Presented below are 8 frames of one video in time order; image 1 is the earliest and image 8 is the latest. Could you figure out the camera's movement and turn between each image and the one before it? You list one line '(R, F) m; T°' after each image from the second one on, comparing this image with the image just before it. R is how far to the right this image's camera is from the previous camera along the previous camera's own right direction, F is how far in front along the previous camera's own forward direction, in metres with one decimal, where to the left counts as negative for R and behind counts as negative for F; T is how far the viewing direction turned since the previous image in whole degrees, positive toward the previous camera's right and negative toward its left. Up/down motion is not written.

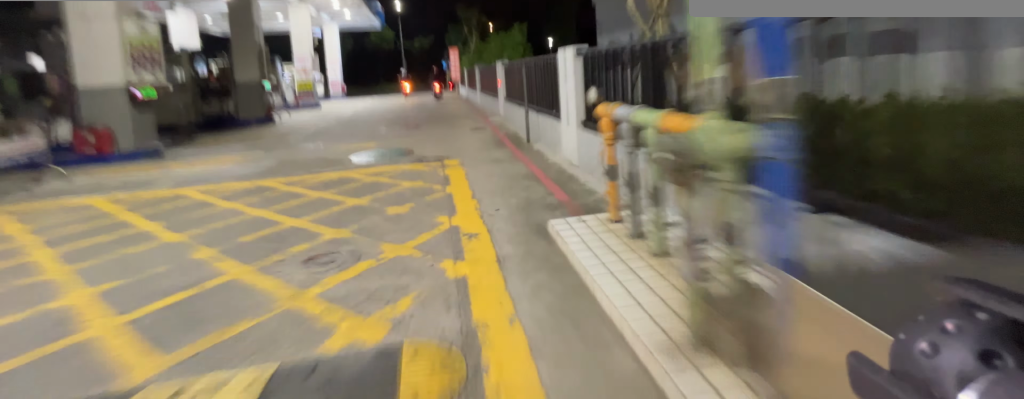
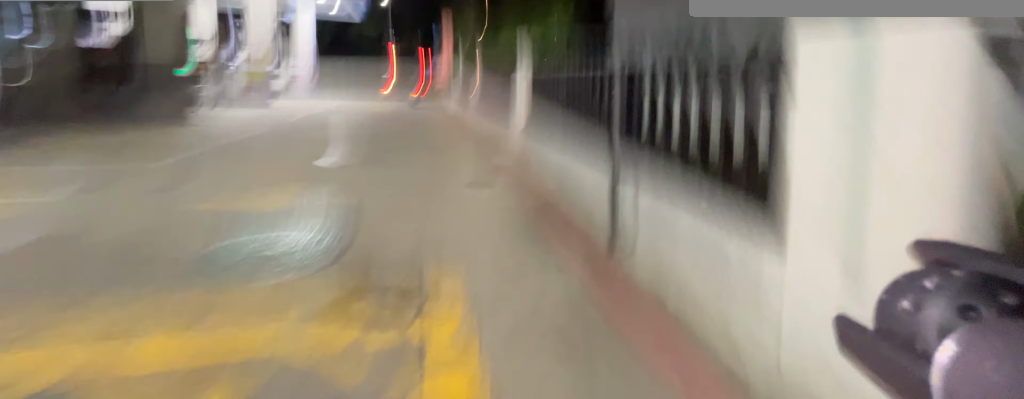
(0.0, +4.1) m; 0°
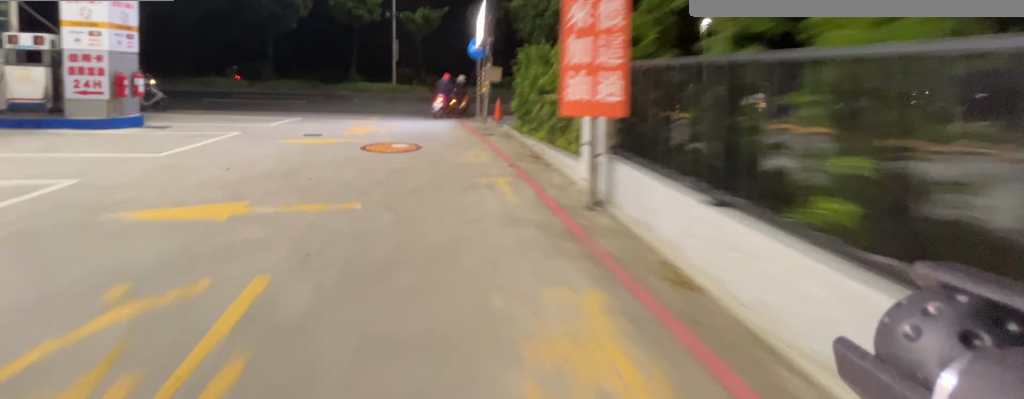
(+0.4, +16.0) m; +7°
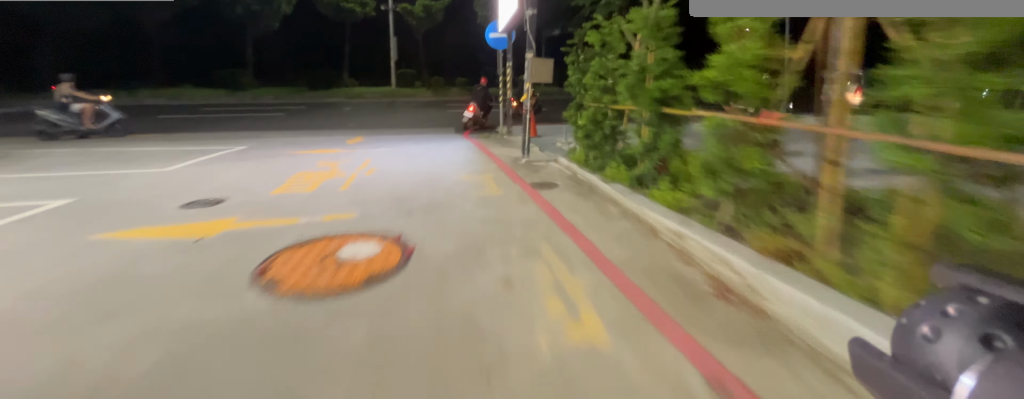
(-0.1, +3.2) m; +5°
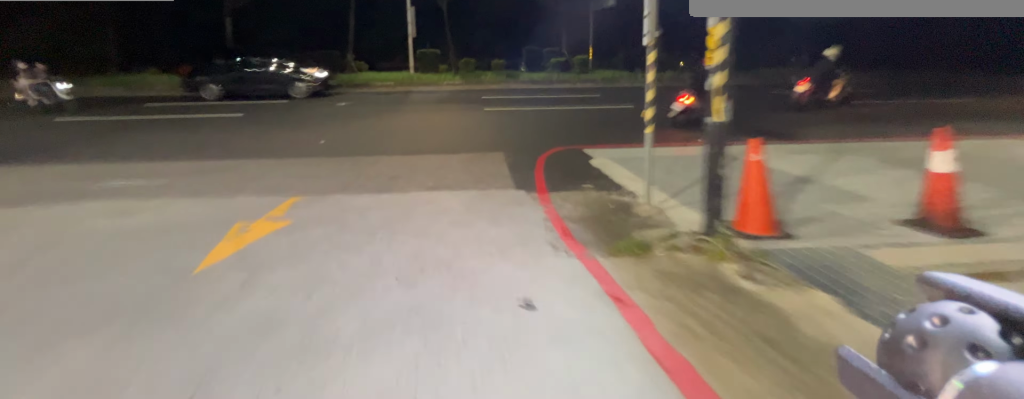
(+0.8, +4.8) m; +17°
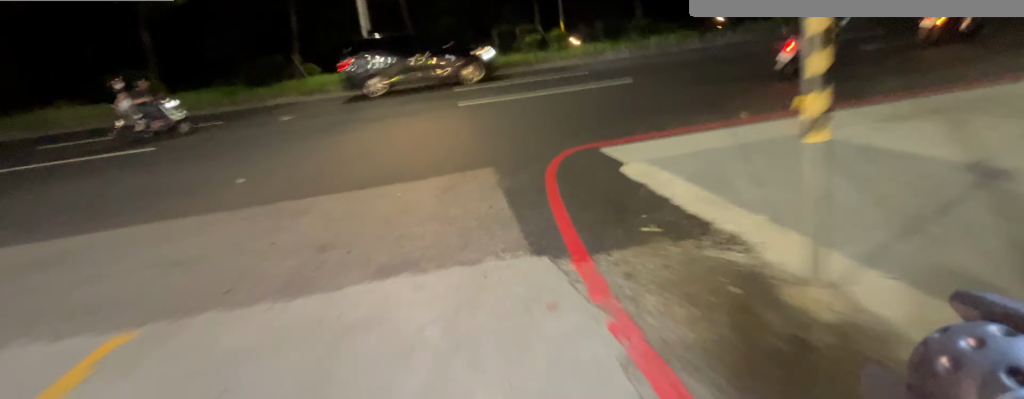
(+0.2, +1.9) m; +7°
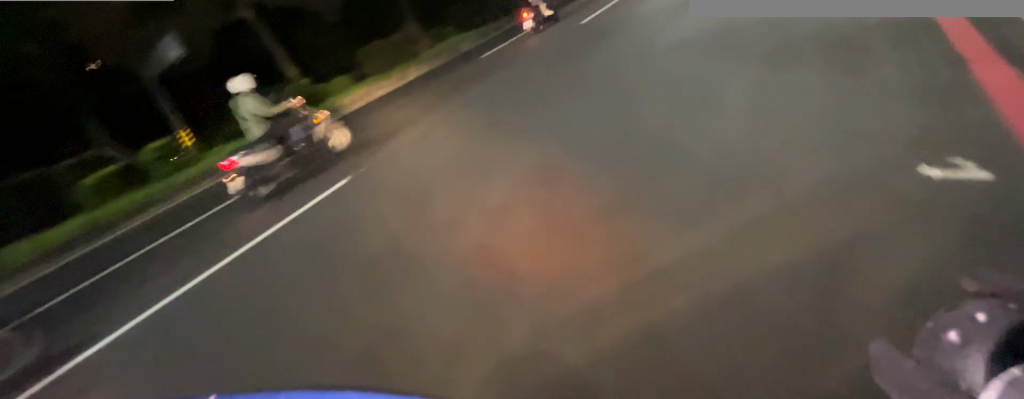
(+1.4, +6.7) m; +42°
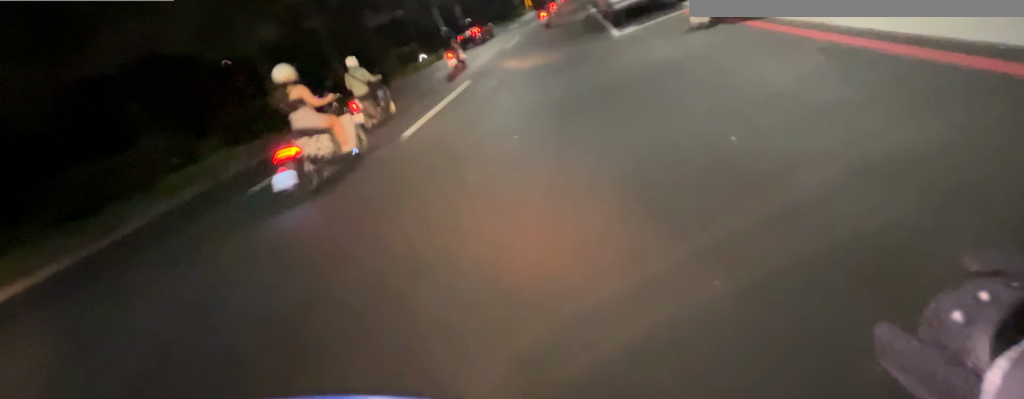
(+1.3, +4.3) m; +11°
